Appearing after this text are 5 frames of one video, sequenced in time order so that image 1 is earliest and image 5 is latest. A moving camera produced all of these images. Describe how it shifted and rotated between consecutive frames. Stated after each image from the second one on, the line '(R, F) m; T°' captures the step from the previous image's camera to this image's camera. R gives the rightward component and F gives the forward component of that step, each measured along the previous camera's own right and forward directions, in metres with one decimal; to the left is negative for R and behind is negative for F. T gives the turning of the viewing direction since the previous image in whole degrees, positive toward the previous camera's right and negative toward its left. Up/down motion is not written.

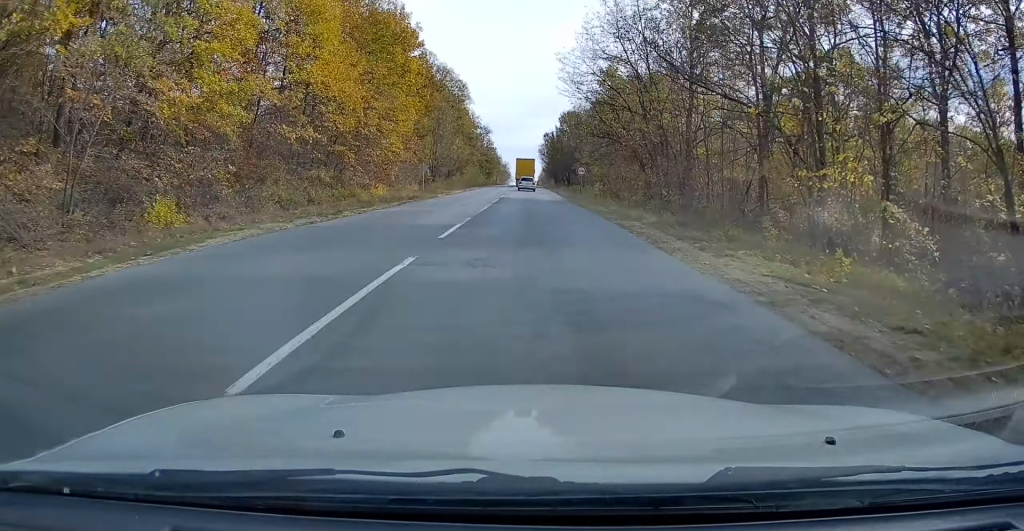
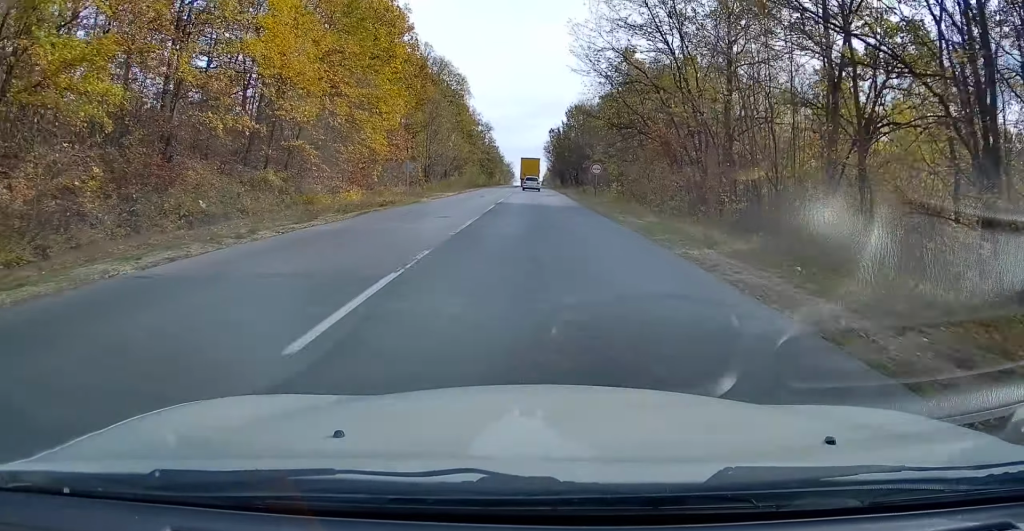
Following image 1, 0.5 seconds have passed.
(0.0, +7.4) m; 0°
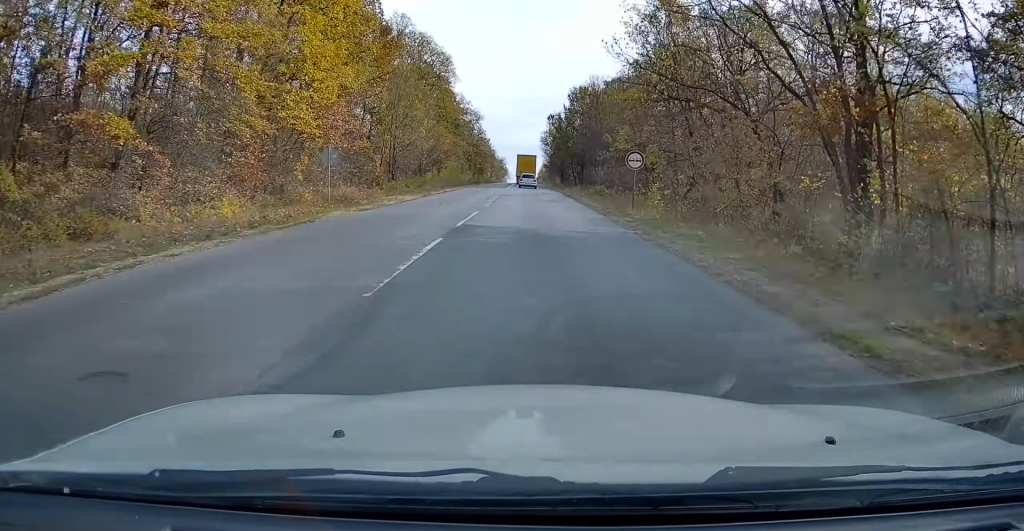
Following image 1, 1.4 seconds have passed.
(+0.1, +16.0) m; 0°
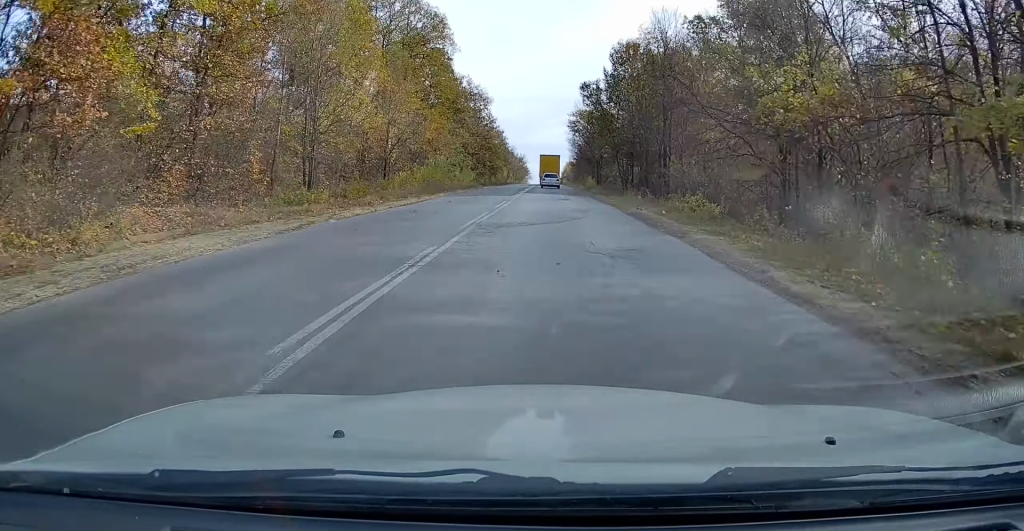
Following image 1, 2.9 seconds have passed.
(0.0, +25.5) m; 0°
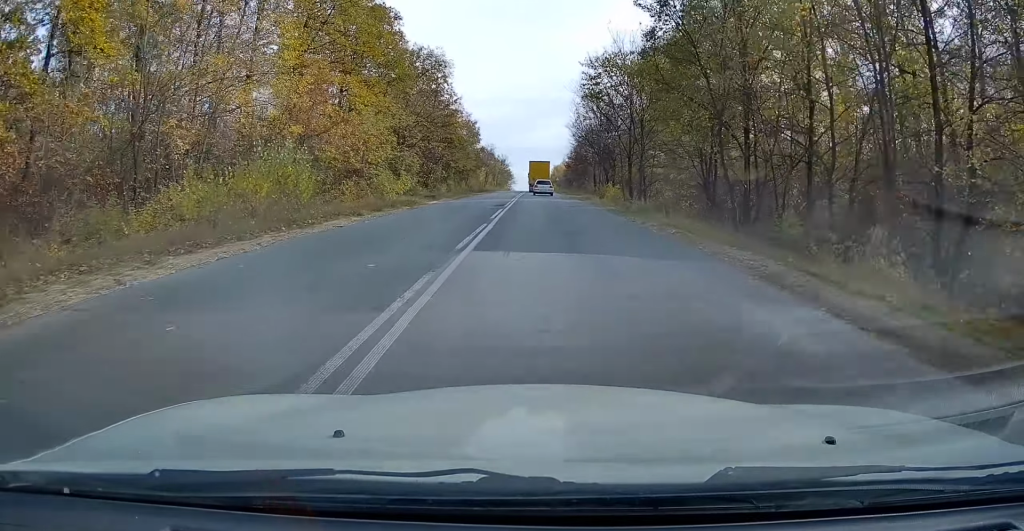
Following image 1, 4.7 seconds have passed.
(-0.4, +28.3) m; -1°
